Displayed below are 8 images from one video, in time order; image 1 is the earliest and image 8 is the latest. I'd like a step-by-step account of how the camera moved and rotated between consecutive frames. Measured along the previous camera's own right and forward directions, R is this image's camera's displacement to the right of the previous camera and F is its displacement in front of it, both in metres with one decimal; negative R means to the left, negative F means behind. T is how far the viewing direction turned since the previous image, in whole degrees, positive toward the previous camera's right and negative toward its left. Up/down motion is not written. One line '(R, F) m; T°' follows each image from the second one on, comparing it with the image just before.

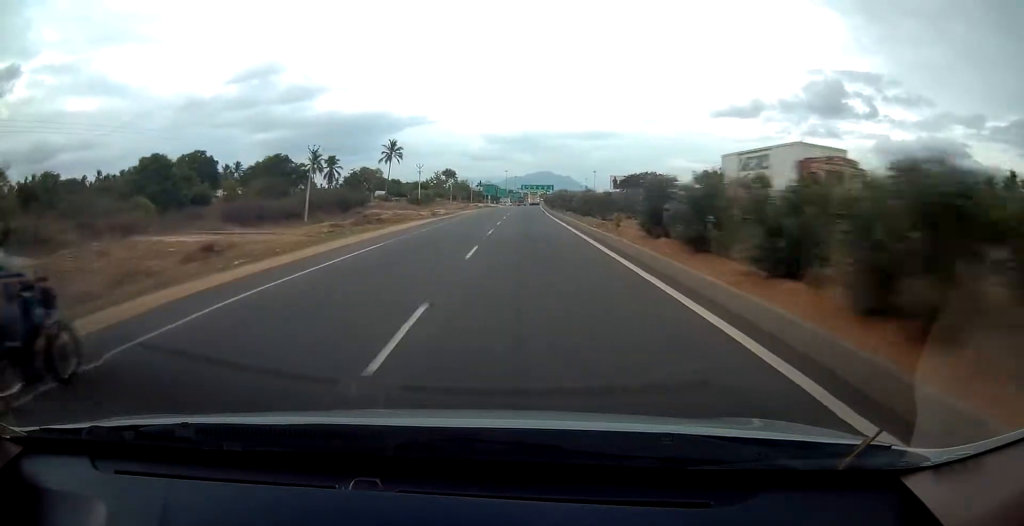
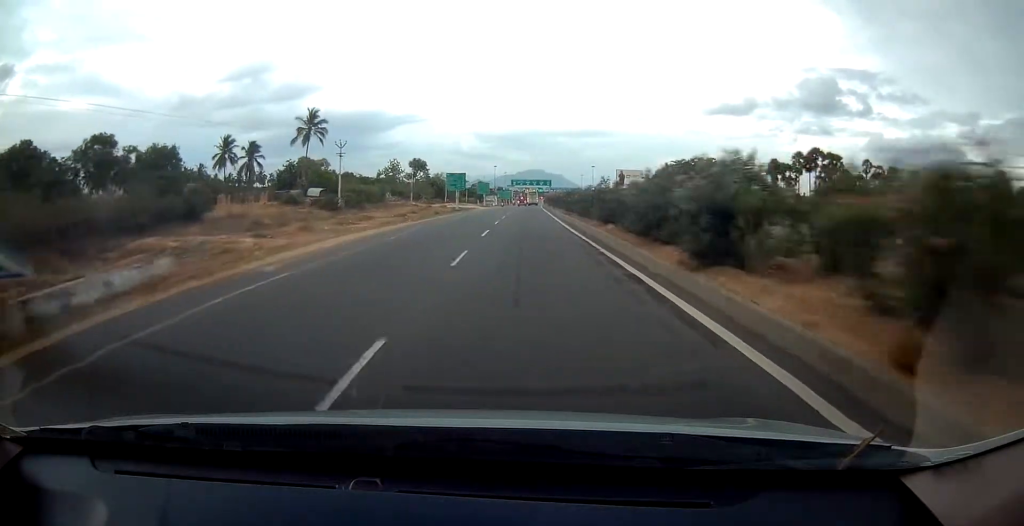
(-0.1, +47.0) m; +1°
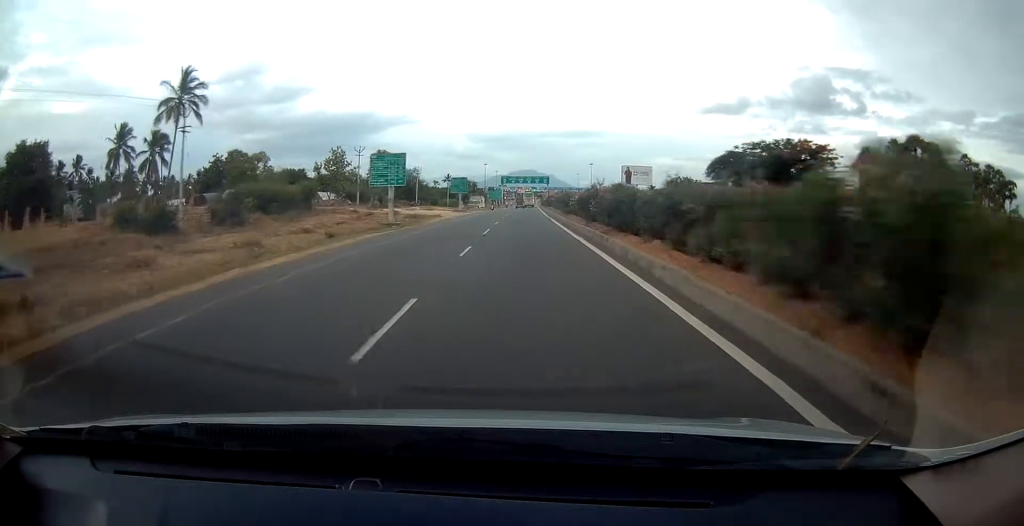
(+0.5, +33.5) m; +1°
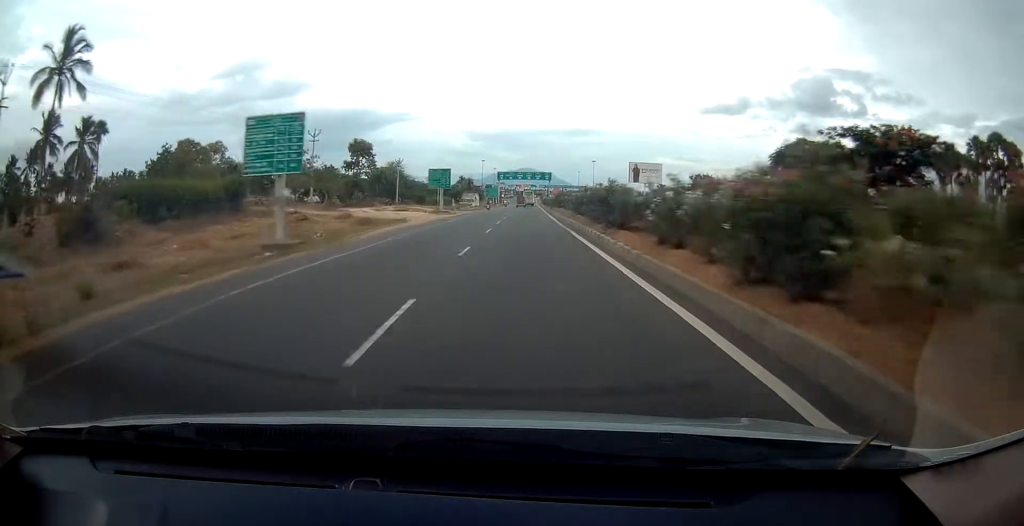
(-0.1, +18.1) m; 0°
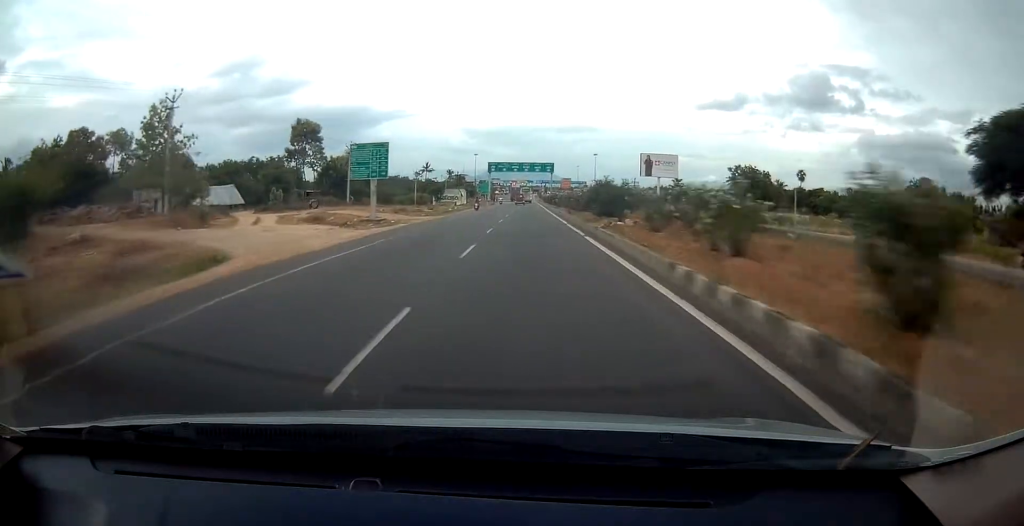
(+0.1, +27.7) m; +1°
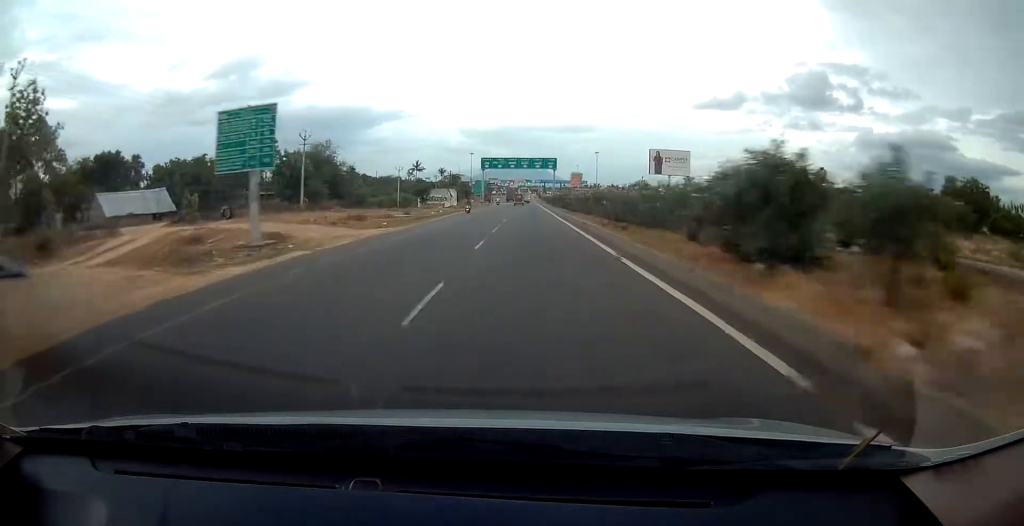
(+0.1, +16.1) m; 0°
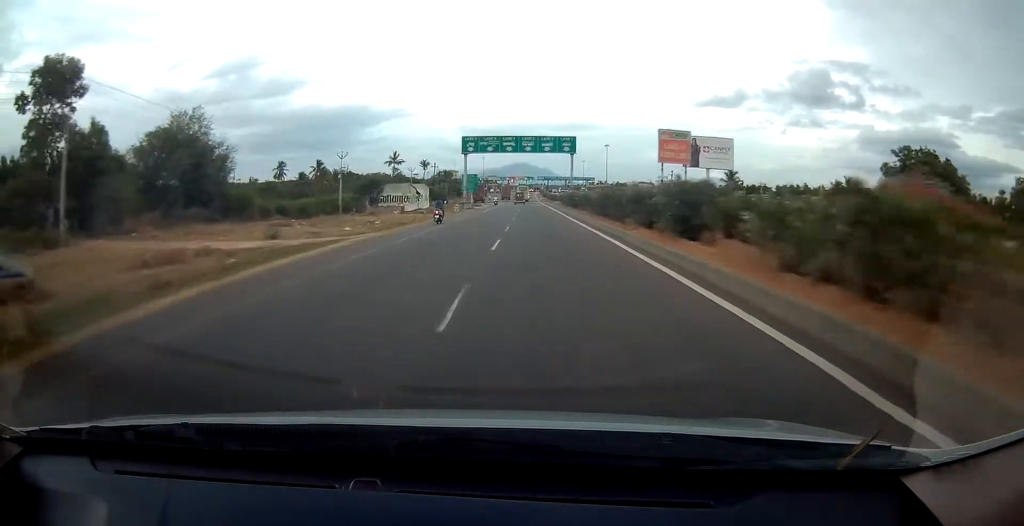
(0.0, +36.3) m; -1°
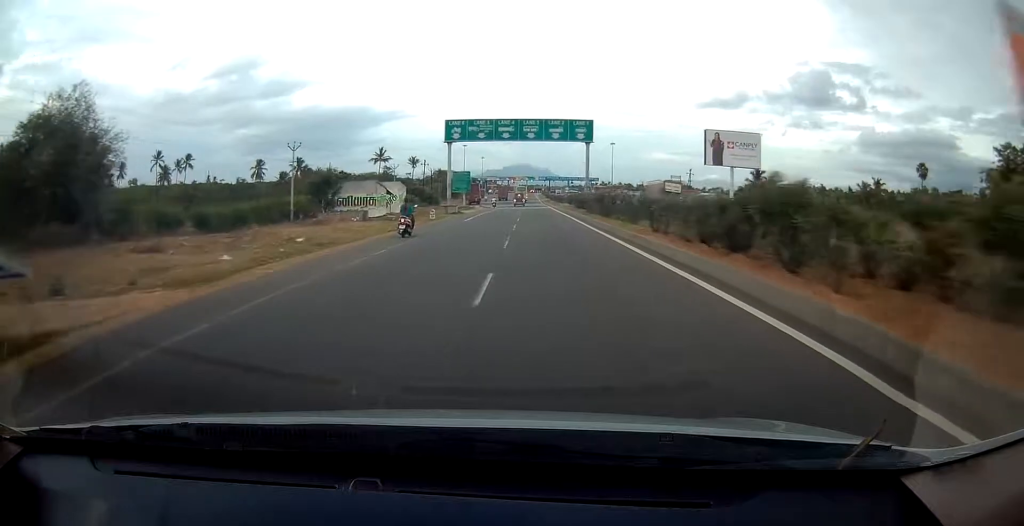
(-0.1, +16.4) m; 0°
